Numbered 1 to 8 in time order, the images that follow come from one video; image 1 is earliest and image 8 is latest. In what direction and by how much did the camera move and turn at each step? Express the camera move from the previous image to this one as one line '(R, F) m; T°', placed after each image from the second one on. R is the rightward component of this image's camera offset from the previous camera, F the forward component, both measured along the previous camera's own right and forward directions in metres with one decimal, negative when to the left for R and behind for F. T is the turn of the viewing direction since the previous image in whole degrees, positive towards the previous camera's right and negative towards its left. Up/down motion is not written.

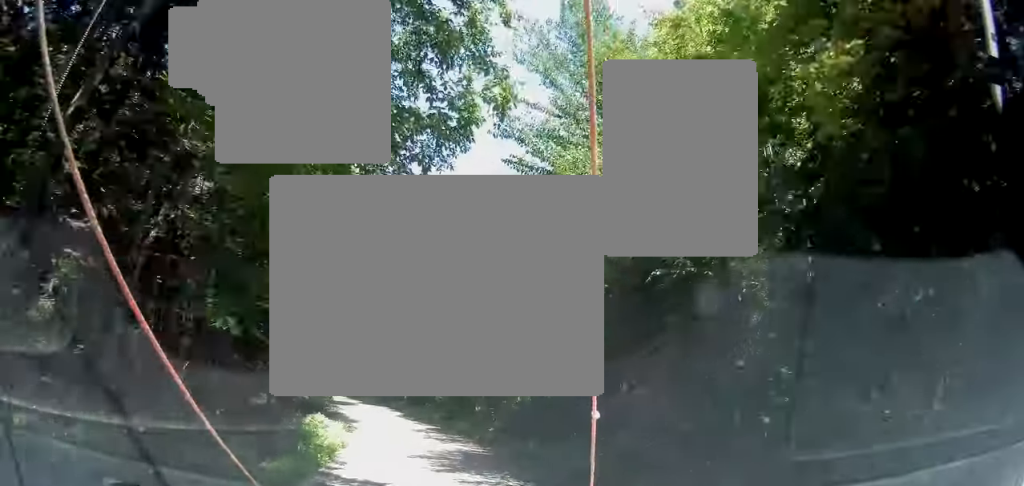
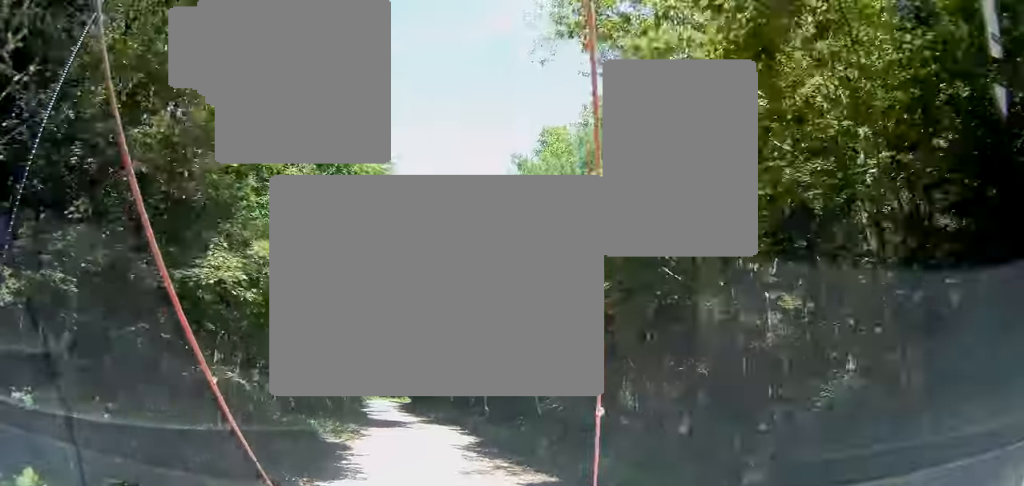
(+0.7, +20.2) m; -6°
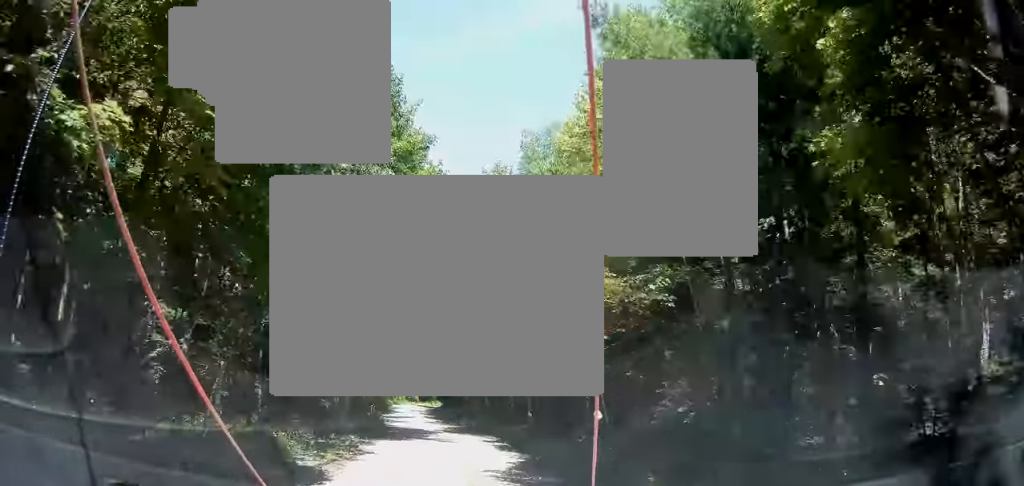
(-2.6, +6.7) m; -6°
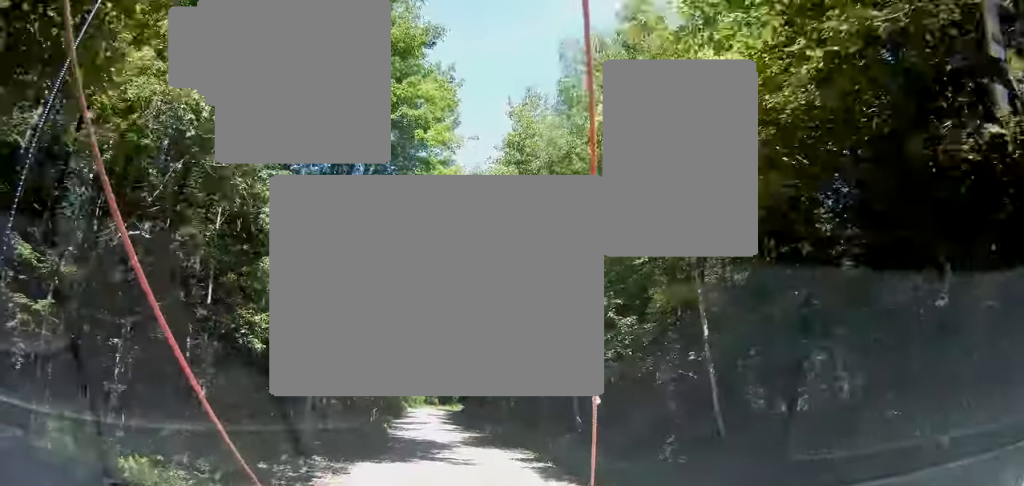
(+1.1, +7.9) m; +8°
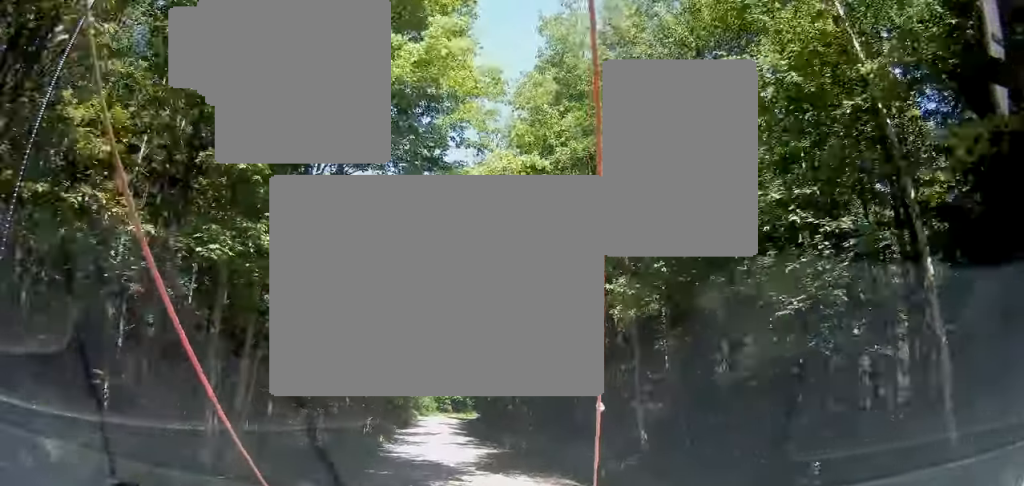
(+0.5, +6.7) m; +4°
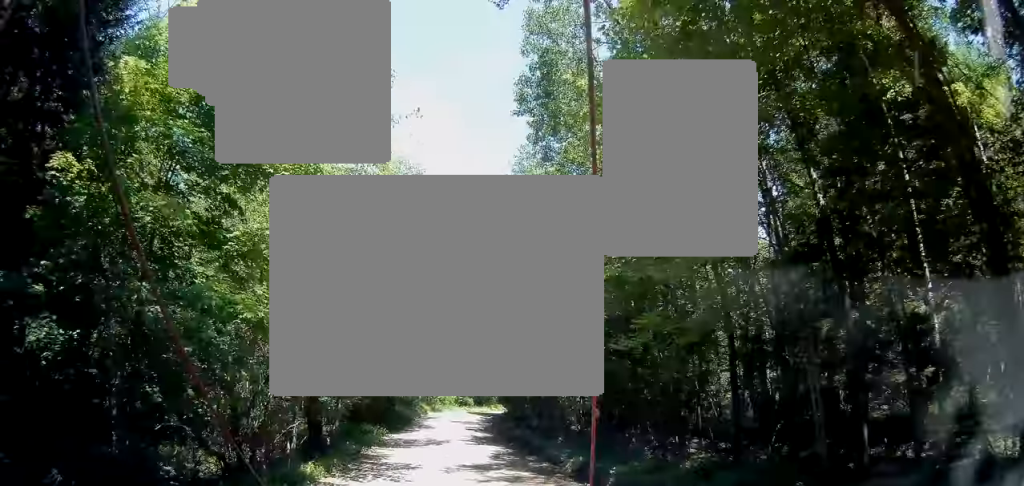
(0.0, +14.8) m; -3°
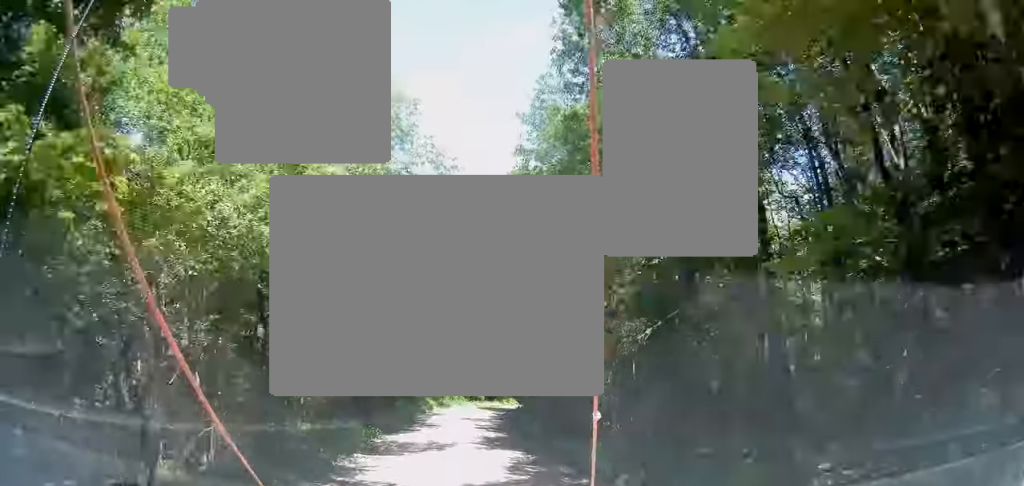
(-0.2, +5.3) m; -2°
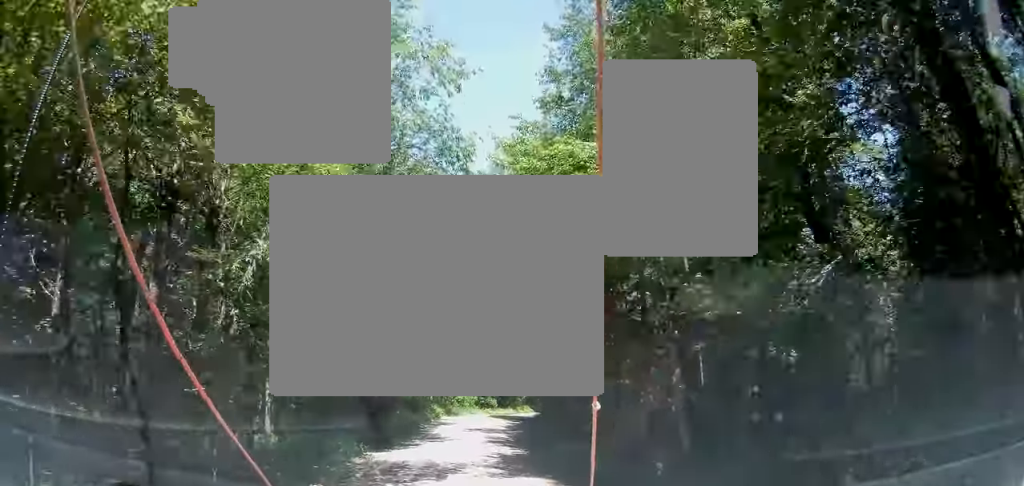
(-0.2, +5.6) m; -2°
